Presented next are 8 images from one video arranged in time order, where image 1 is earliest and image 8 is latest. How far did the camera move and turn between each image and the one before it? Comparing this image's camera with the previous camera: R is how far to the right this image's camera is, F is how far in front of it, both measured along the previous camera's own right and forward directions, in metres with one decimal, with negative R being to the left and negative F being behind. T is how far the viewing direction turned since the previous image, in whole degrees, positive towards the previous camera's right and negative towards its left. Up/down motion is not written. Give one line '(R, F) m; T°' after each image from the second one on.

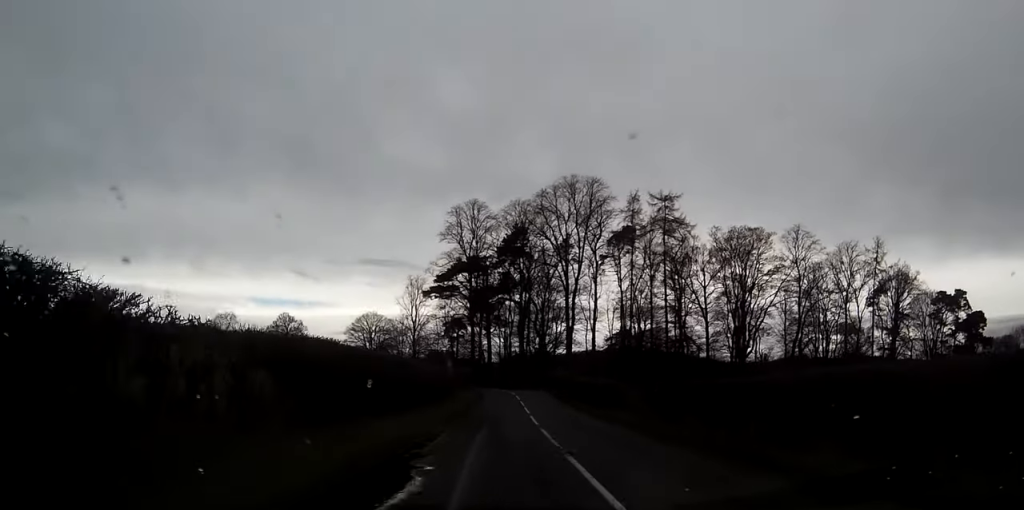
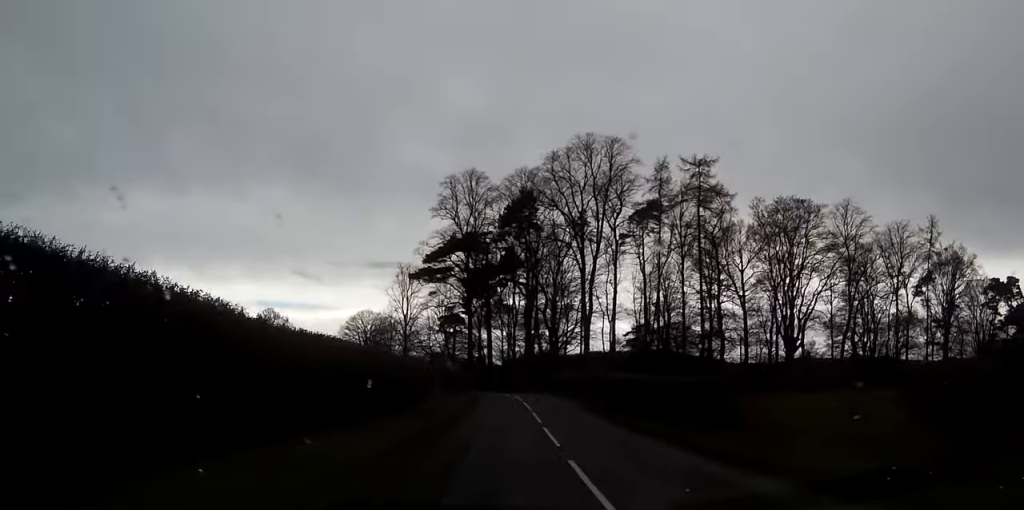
(0.0, +18.7) m; 0°
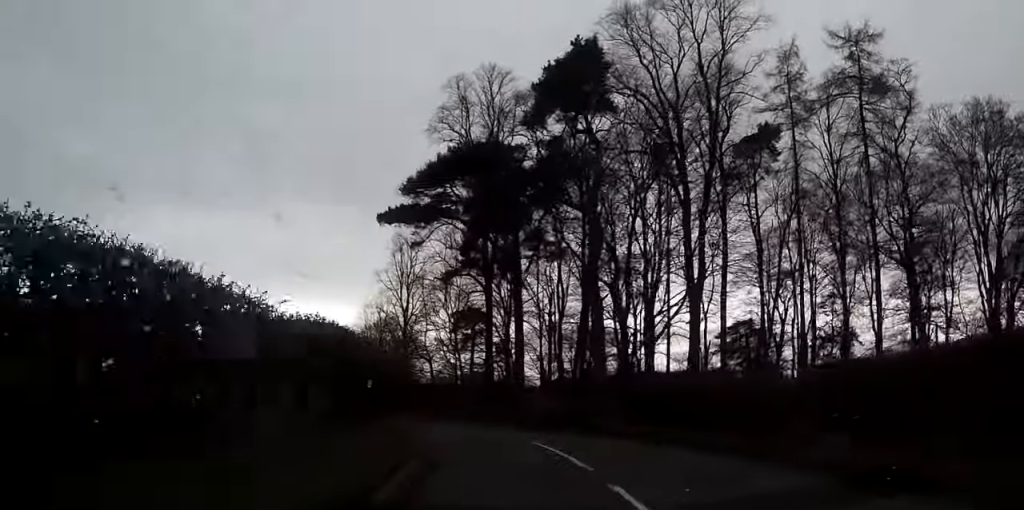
(-0.7, +39.6) m; -5°
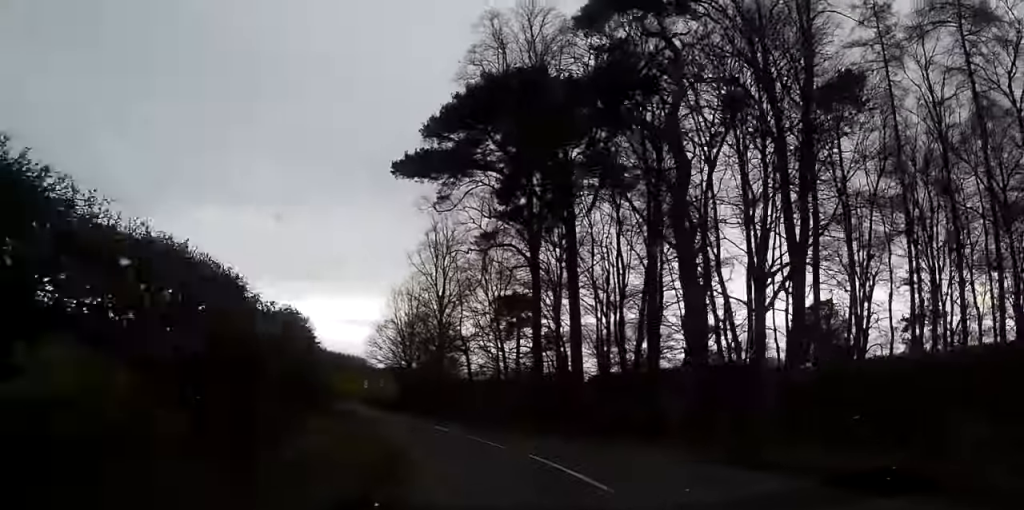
(+0.1, +11.3) m; -3°
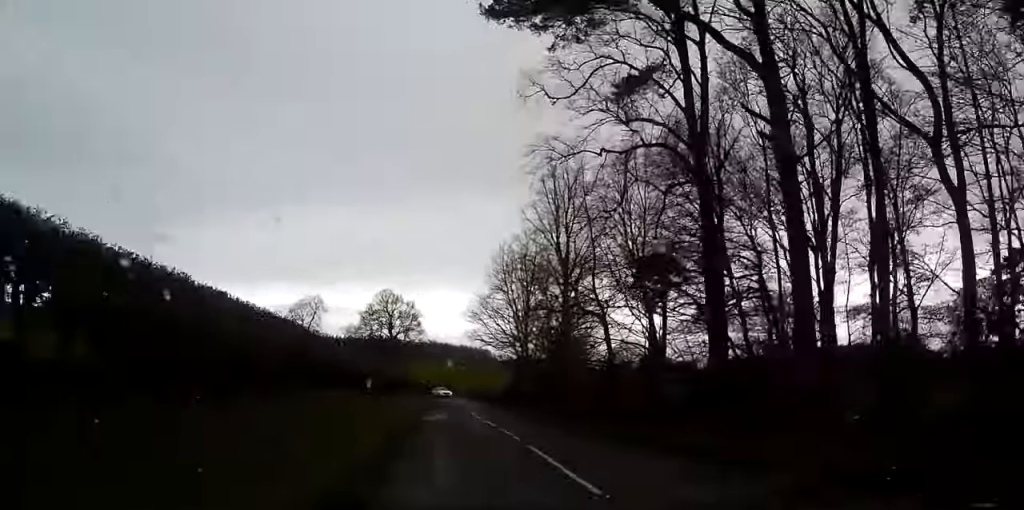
(-1.1, +18.8) m; -7°
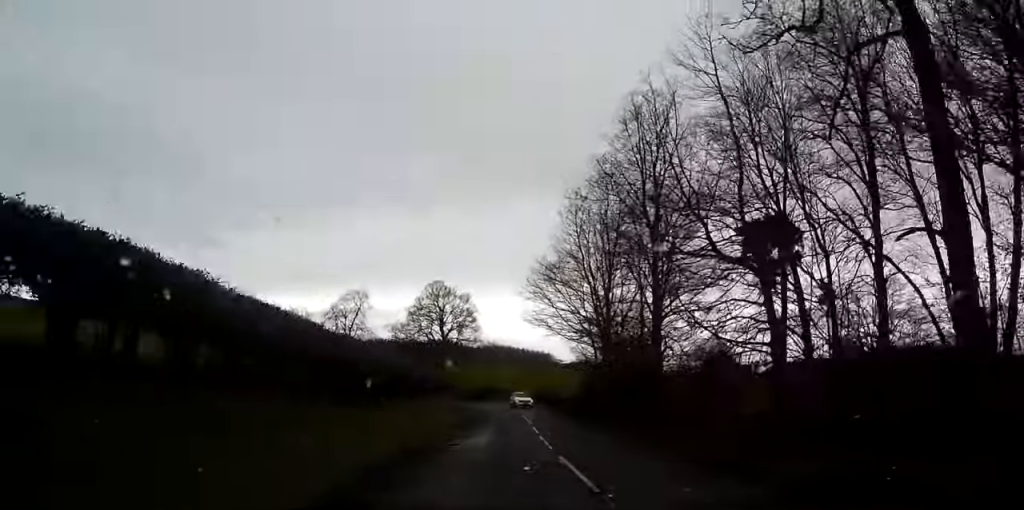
(-1.2, +16.0) m; -4°
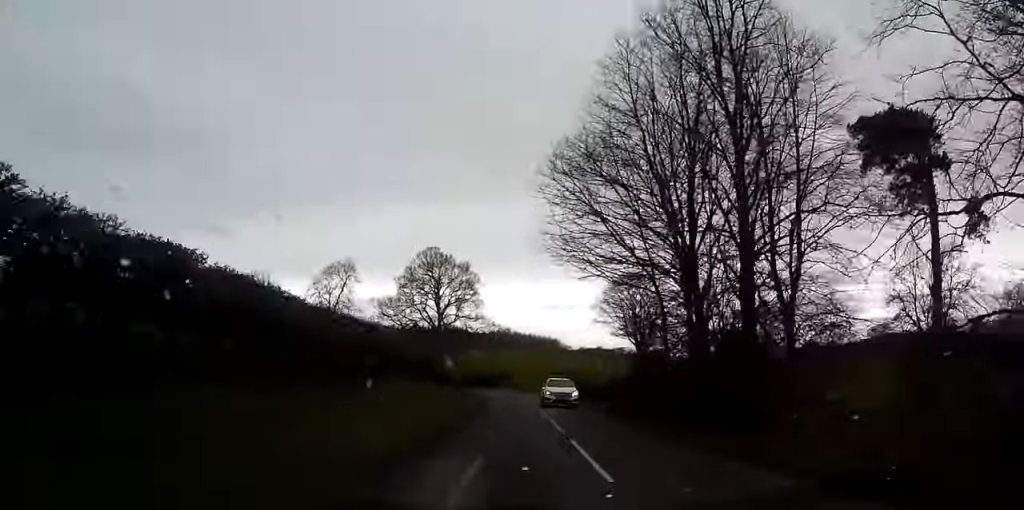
(-0.7, +18.8) m; -2°
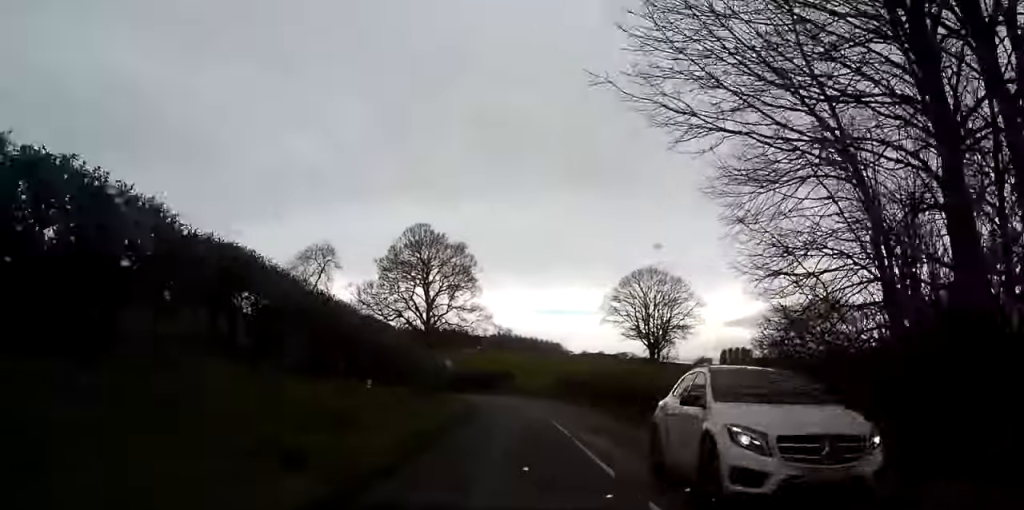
(-0.2, +17.0) m; -1°
